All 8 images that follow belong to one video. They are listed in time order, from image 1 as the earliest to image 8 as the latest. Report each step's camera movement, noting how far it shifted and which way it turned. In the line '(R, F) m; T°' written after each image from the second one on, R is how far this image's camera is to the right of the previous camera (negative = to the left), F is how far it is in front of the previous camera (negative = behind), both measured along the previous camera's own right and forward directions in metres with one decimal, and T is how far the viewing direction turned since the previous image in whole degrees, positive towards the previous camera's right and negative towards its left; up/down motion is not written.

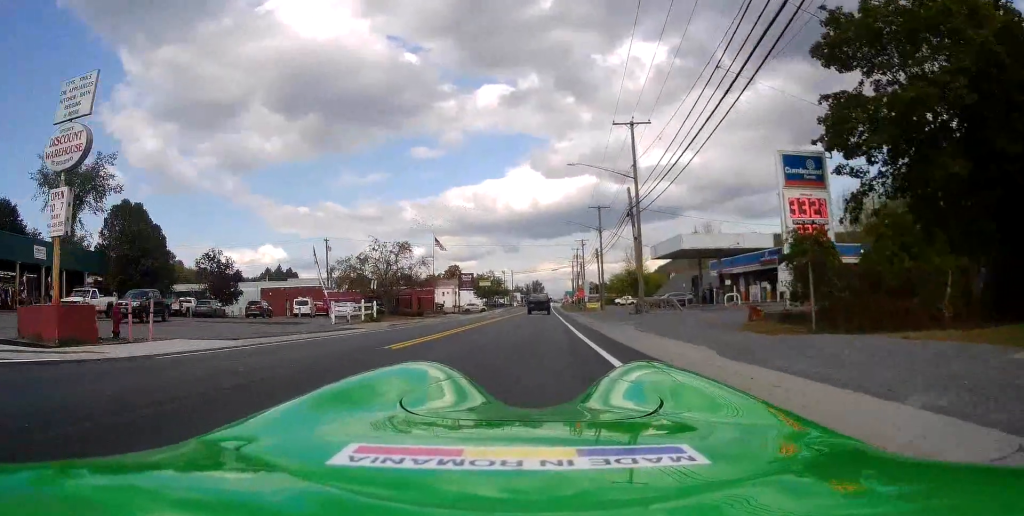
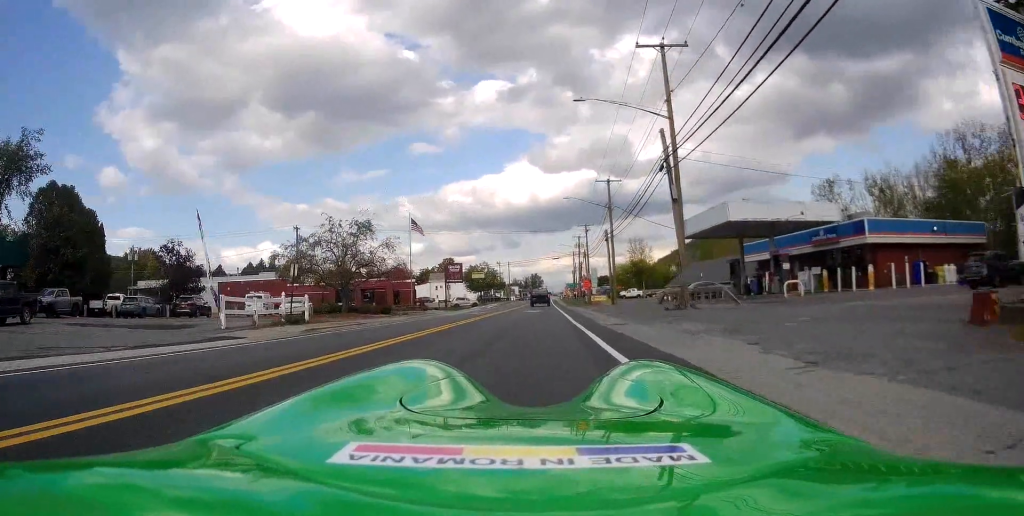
(+0.2, +11.1) m; +3°
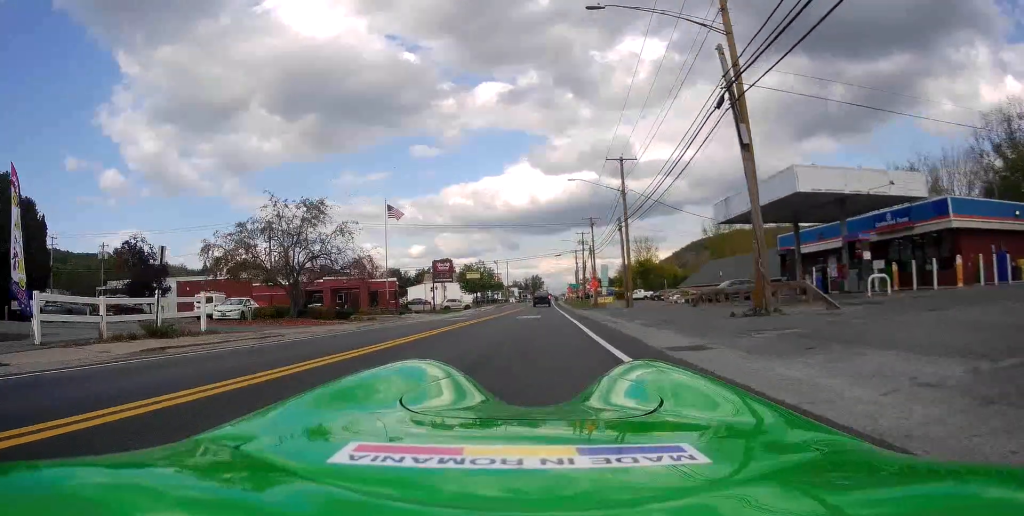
(0.0, +8.6) m; 0°
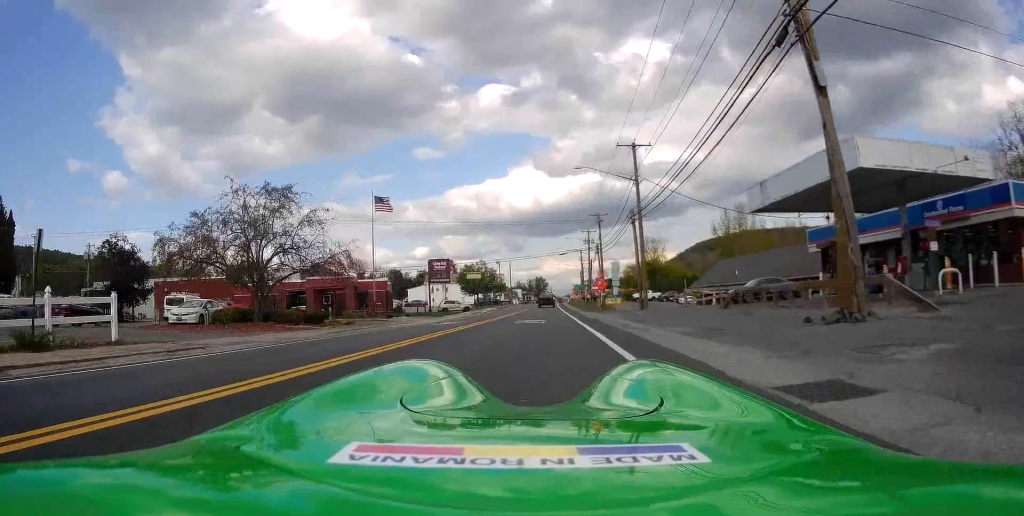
(0.0, +4.9) m; -2°
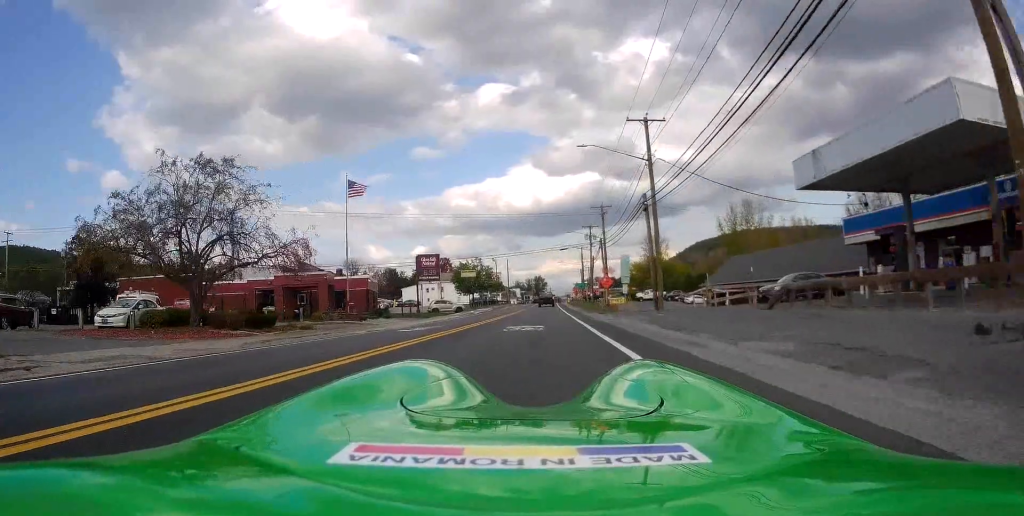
(-0.1, +5.6) m; -1°
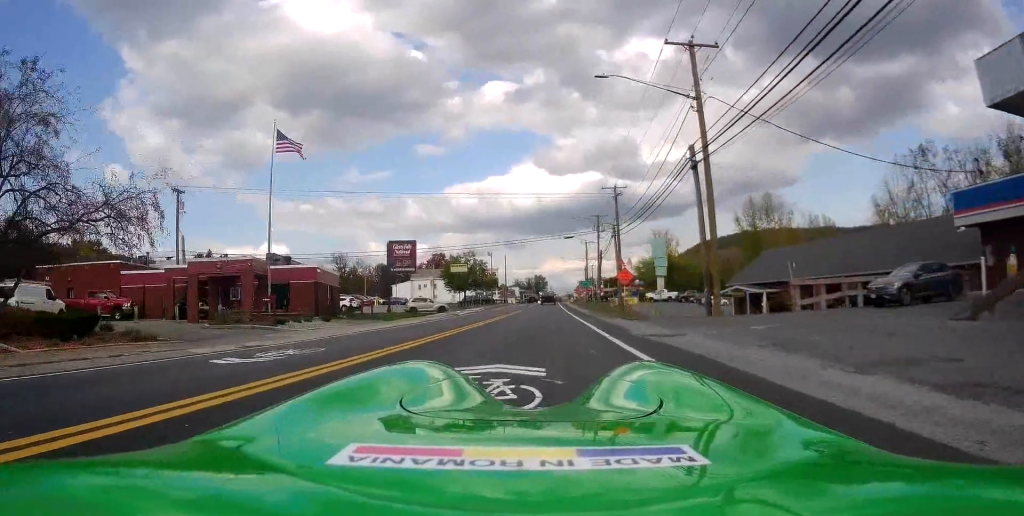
(-0.1, +11.4) m; +1°
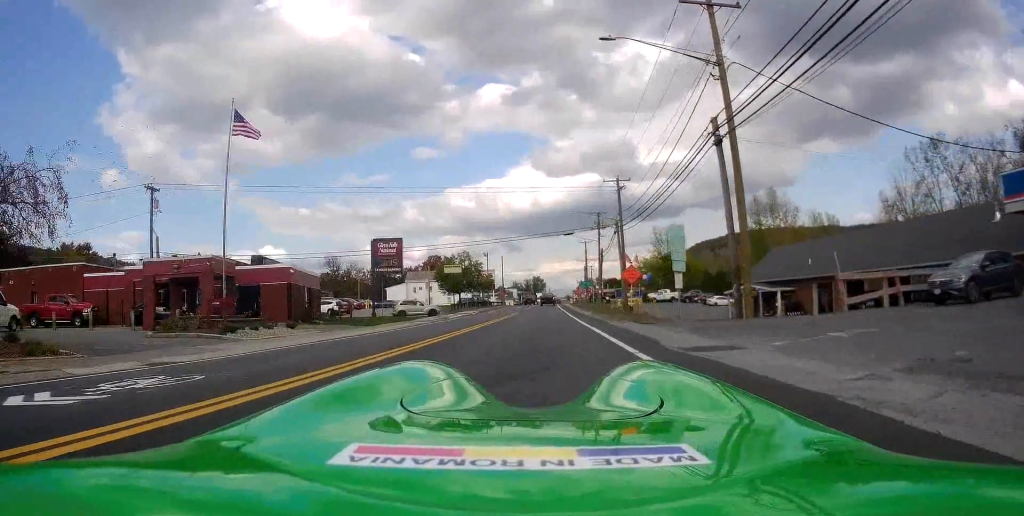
(0.0, +4.0) m; +1°
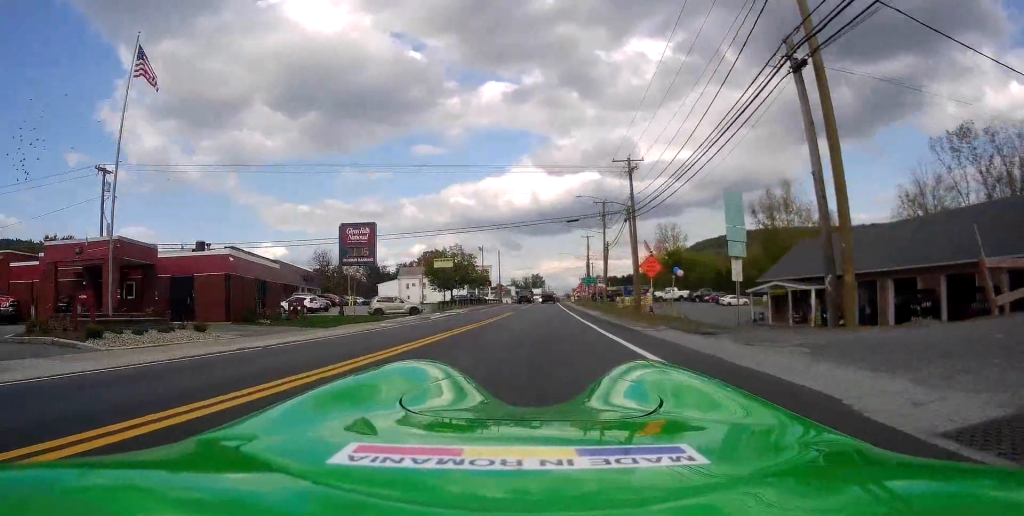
(0.0, +7.3) m; +1°
